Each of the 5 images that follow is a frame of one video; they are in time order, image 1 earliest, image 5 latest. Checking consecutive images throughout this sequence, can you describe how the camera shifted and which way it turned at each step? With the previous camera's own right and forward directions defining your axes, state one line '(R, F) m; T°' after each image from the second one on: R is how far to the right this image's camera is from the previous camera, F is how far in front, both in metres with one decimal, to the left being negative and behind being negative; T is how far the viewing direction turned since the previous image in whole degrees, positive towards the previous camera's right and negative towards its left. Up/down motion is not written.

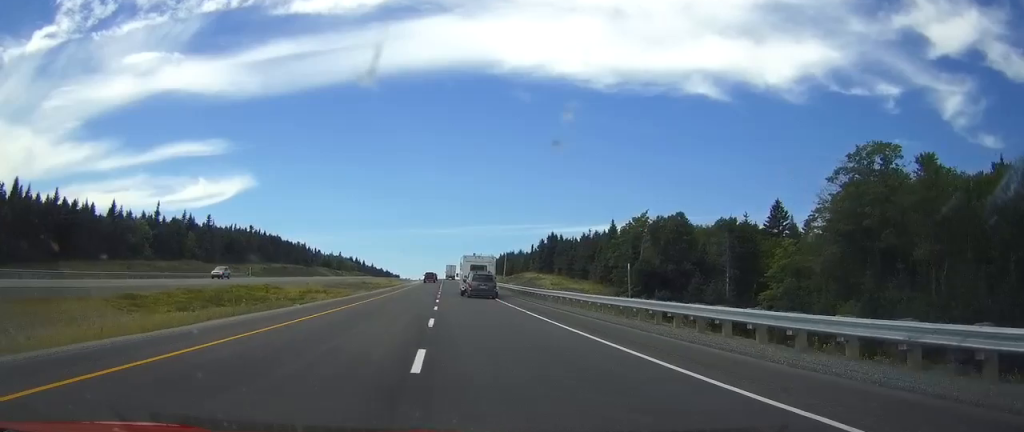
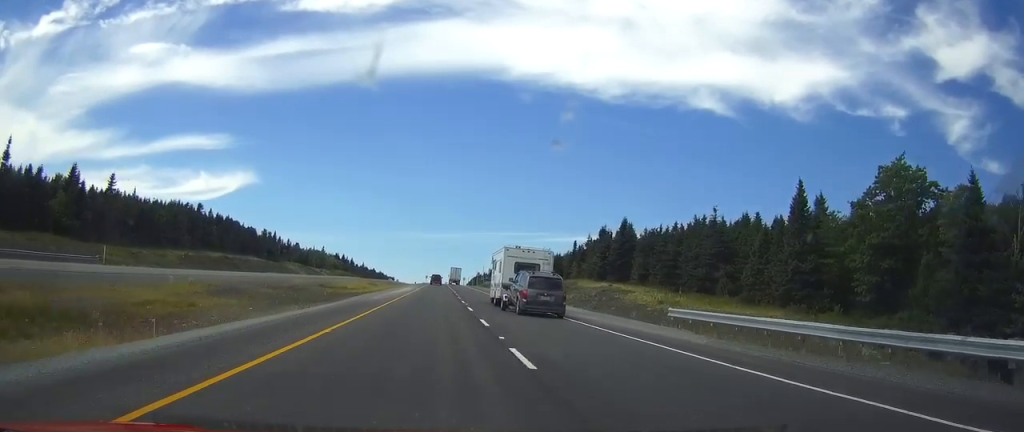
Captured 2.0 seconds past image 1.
(-0.2, +62.4) m; 0°
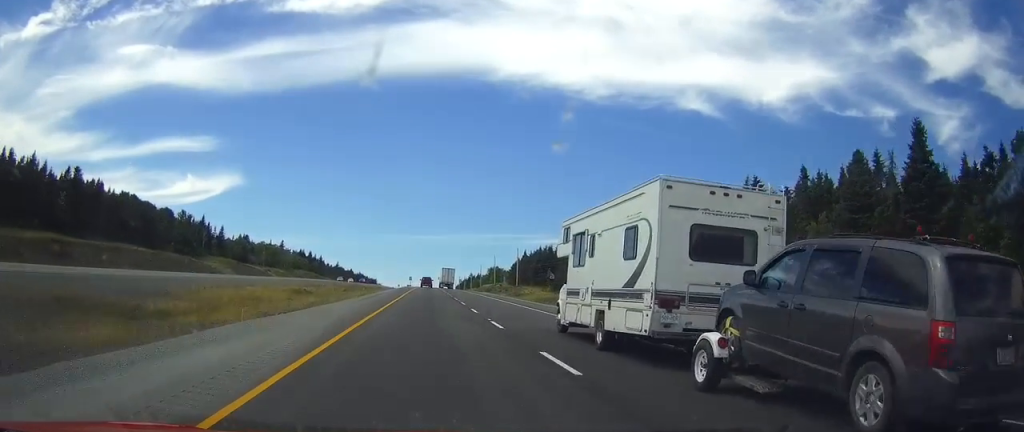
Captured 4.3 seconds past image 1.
(+1.0, +73.1) m; +1°
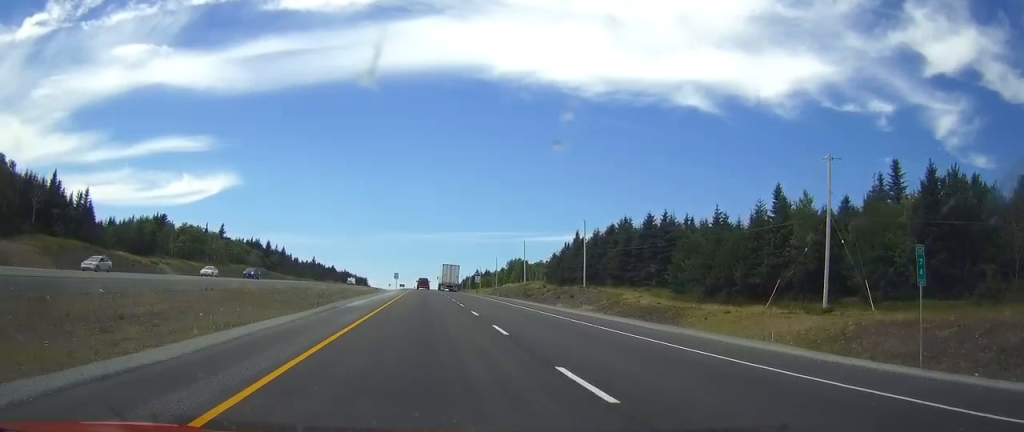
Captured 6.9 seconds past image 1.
(0.0, +83.7) m; 0°
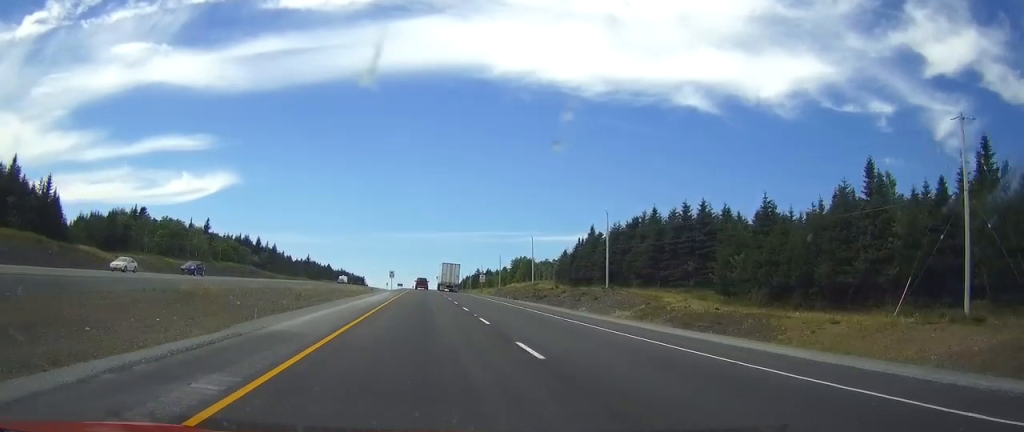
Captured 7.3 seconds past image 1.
(0.0, +14.0) m; 0°
